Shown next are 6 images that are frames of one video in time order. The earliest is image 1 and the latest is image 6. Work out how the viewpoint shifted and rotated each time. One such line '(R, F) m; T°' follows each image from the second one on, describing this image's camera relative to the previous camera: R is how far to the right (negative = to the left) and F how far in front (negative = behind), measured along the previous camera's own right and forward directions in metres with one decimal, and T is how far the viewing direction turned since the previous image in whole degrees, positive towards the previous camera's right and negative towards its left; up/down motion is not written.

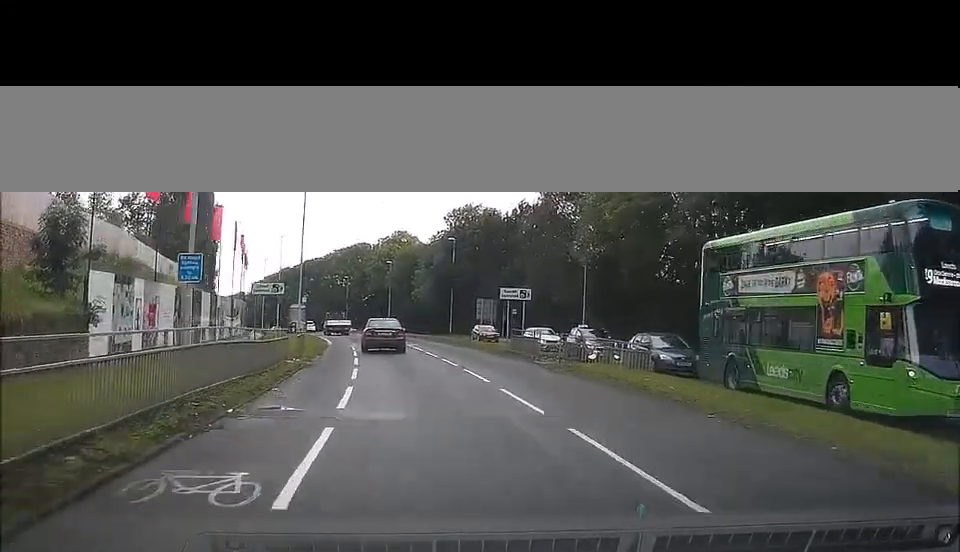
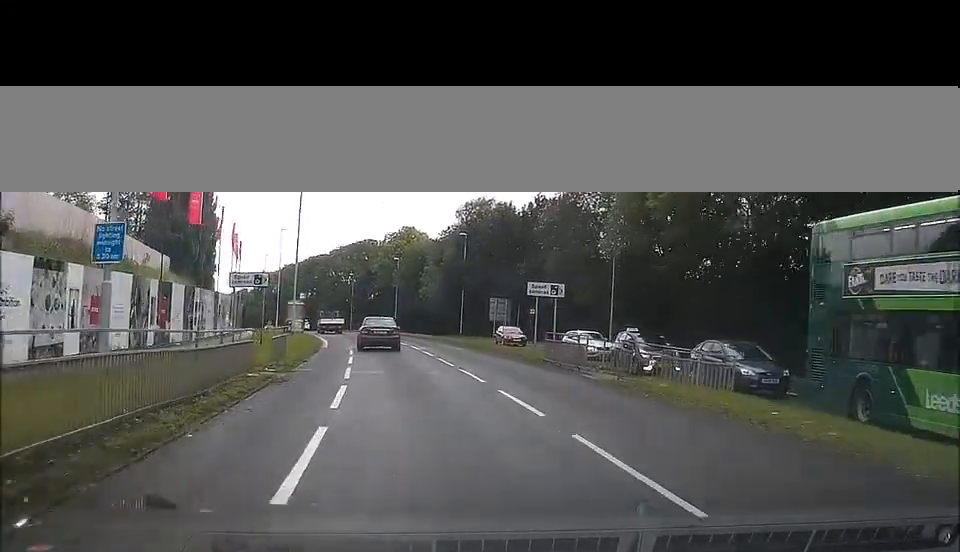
(-0.1, +6.3) m; -1°
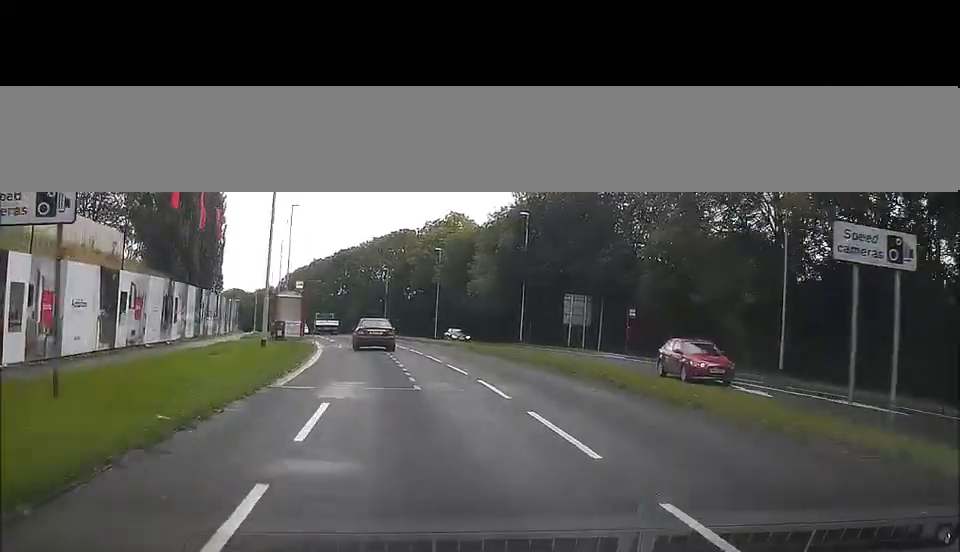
(-0.9, +21.6) m; -3°
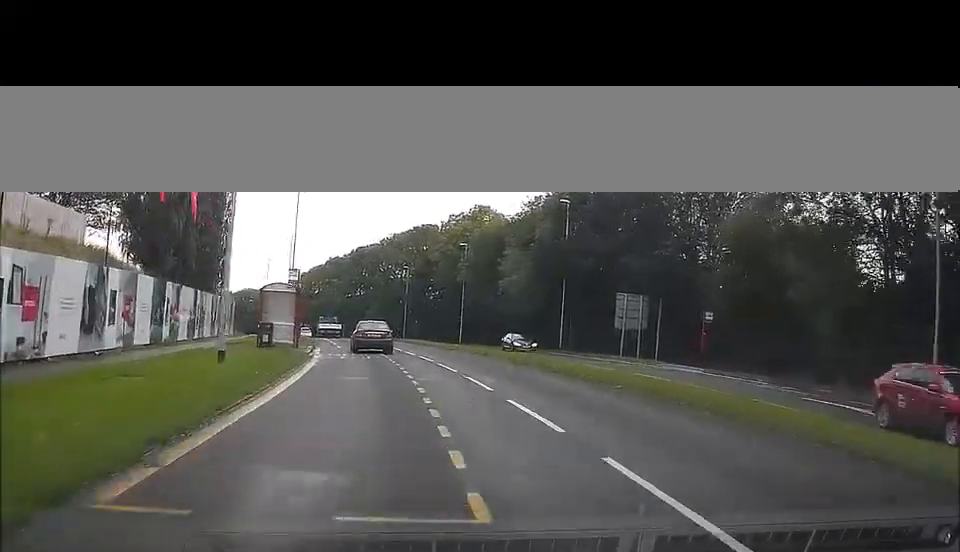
(+0.1, +10.1) m; -1°
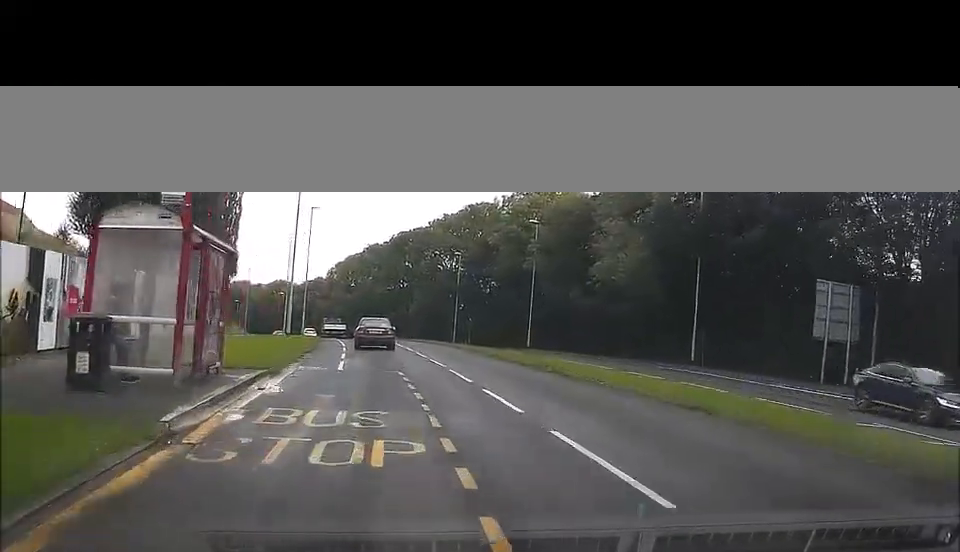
(-0.4, +22.7) m; -2°
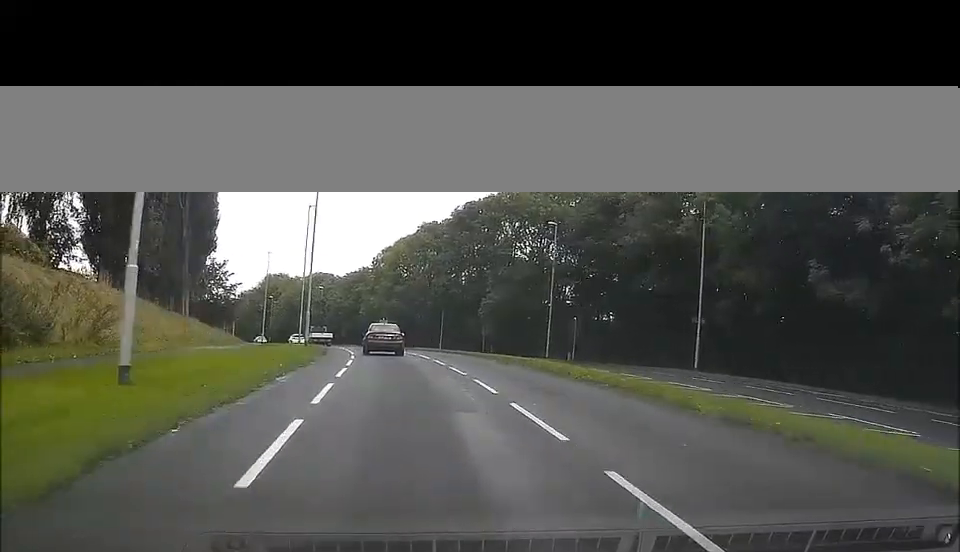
(-1.9, +33.3) m; -6°
